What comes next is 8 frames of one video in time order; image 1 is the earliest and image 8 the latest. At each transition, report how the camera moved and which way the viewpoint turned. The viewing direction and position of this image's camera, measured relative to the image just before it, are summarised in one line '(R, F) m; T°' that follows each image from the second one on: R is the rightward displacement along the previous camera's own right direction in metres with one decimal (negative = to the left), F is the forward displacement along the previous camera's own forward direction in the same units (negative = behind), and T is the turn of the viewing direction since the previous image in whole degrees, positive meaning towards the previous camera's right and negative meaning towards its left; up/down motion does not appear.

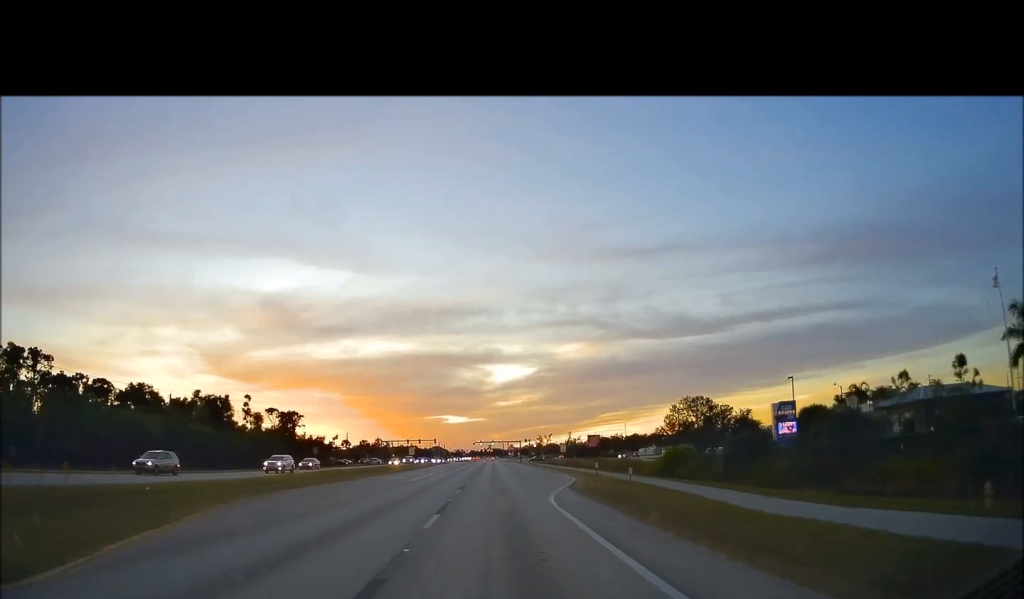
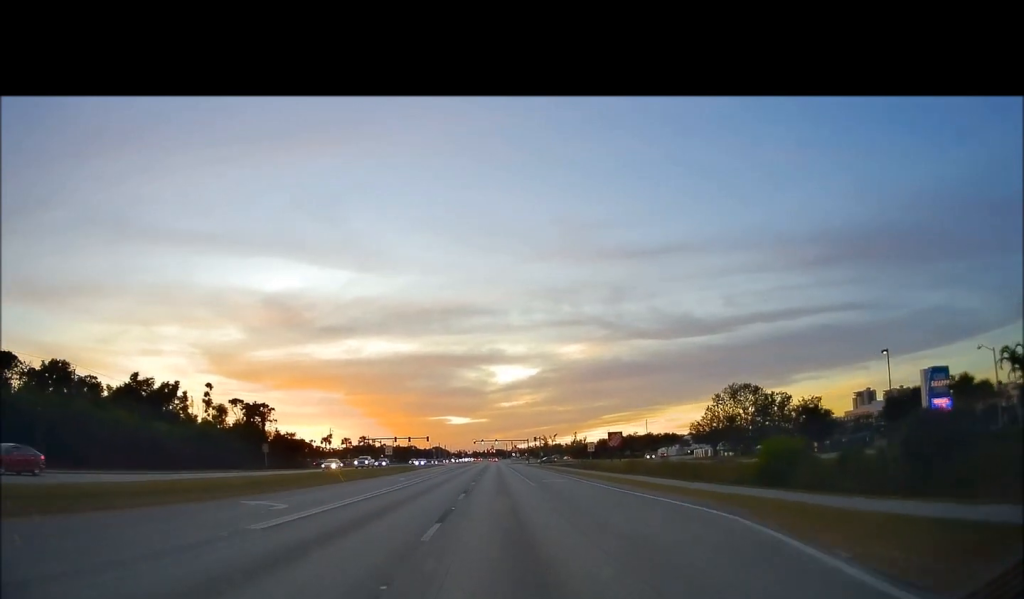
(0.0, +26.8) m; -1°
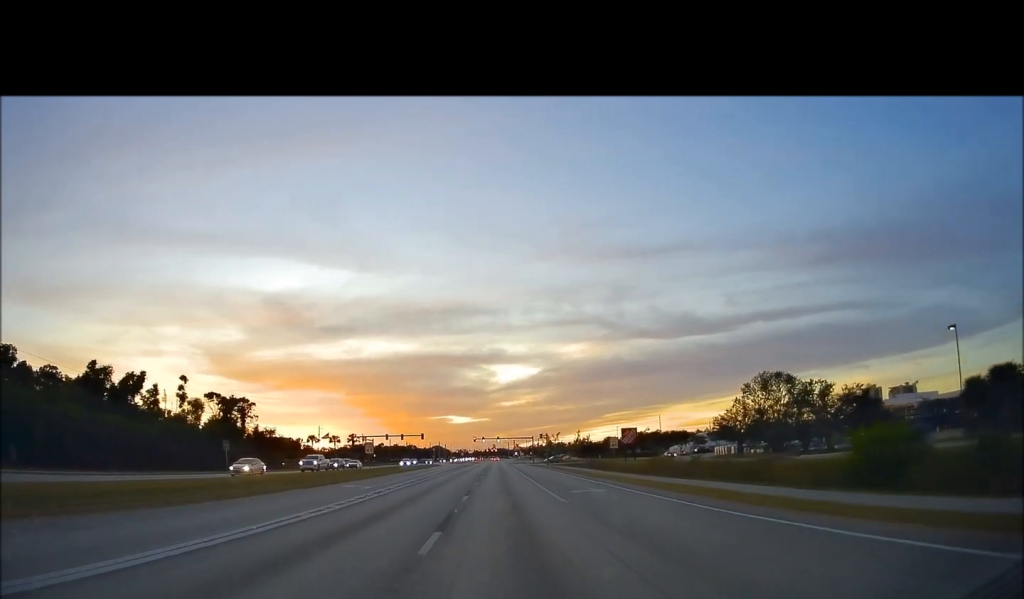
(0.0, +13.9) m; -1°
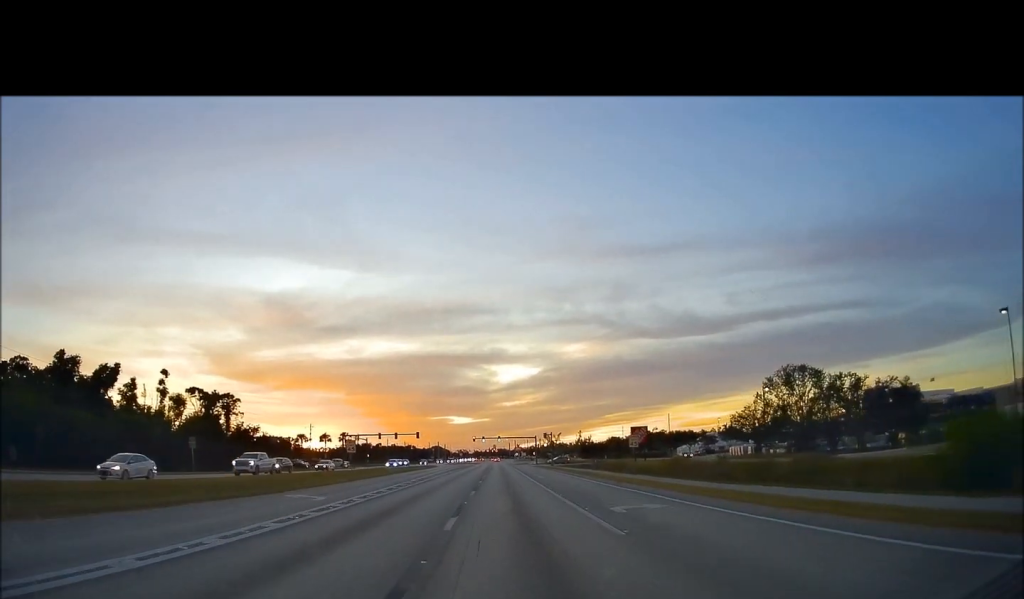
(-0.2, +8.9) m; 0°
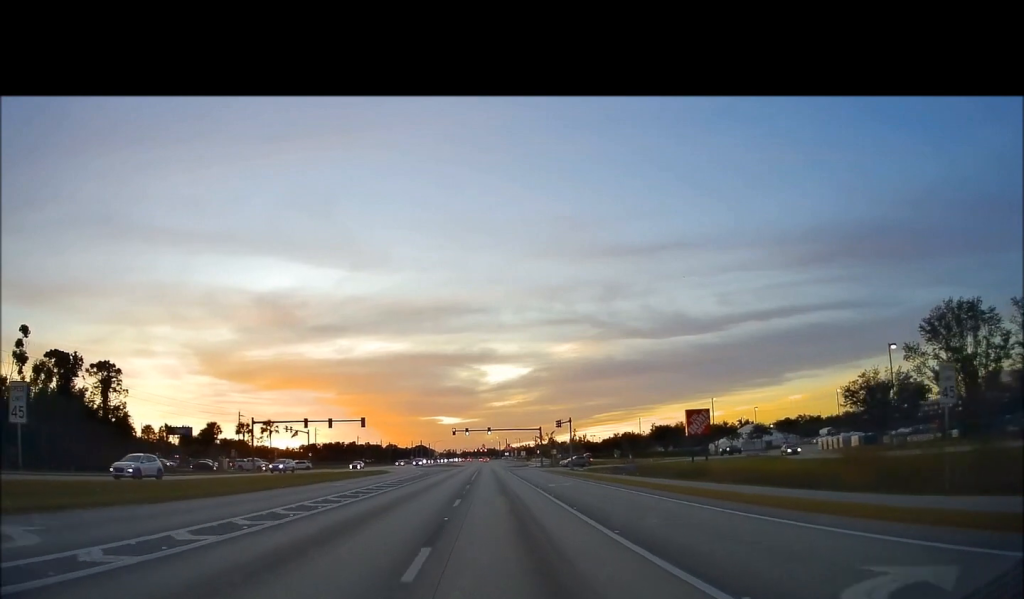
(+0.7, +42.1) m; +2°
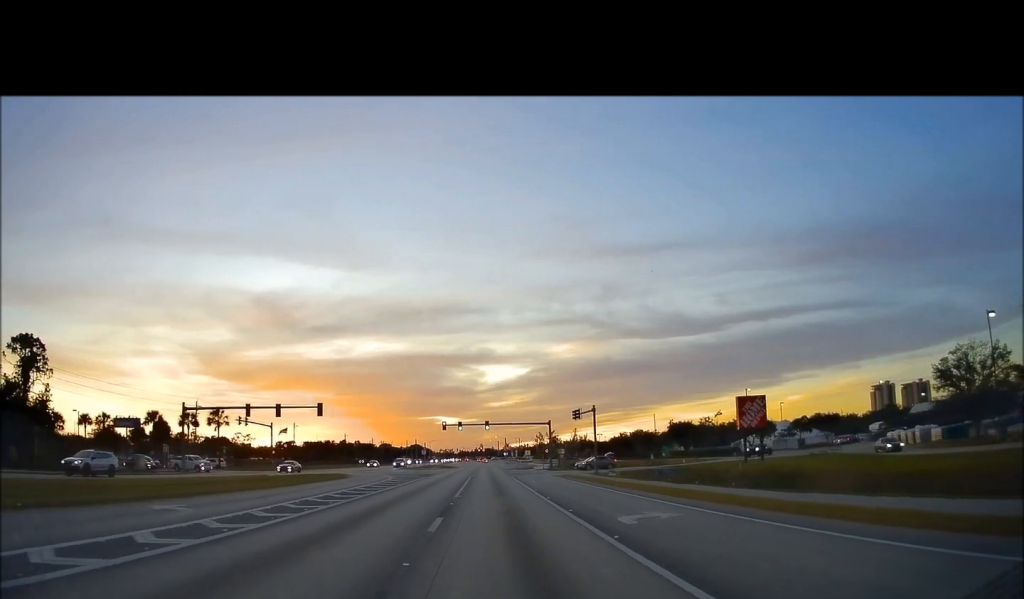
(0.0, +19.0) m; 0°
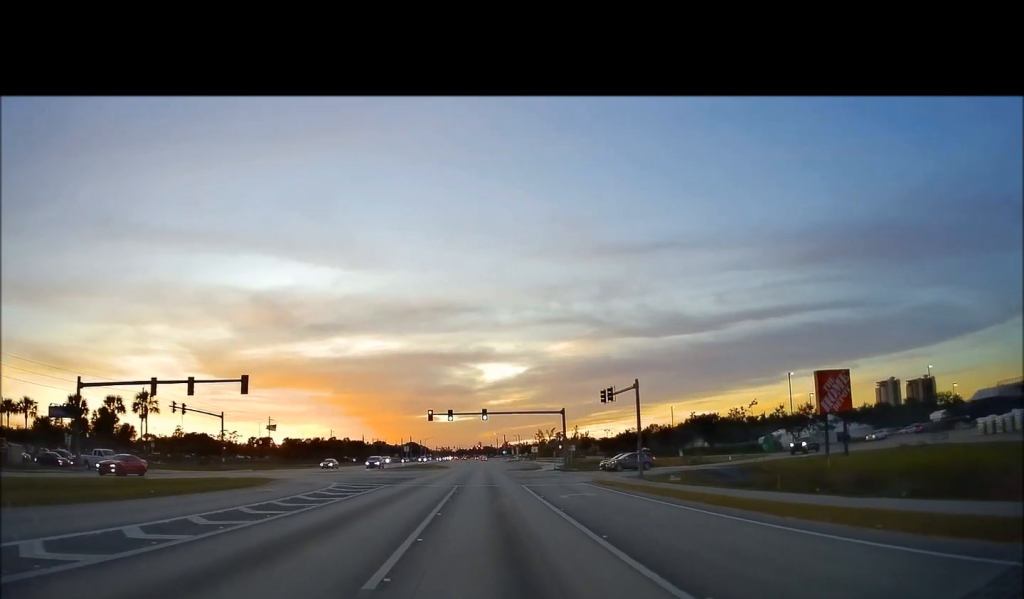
(0.0, +18.1) m; 0°
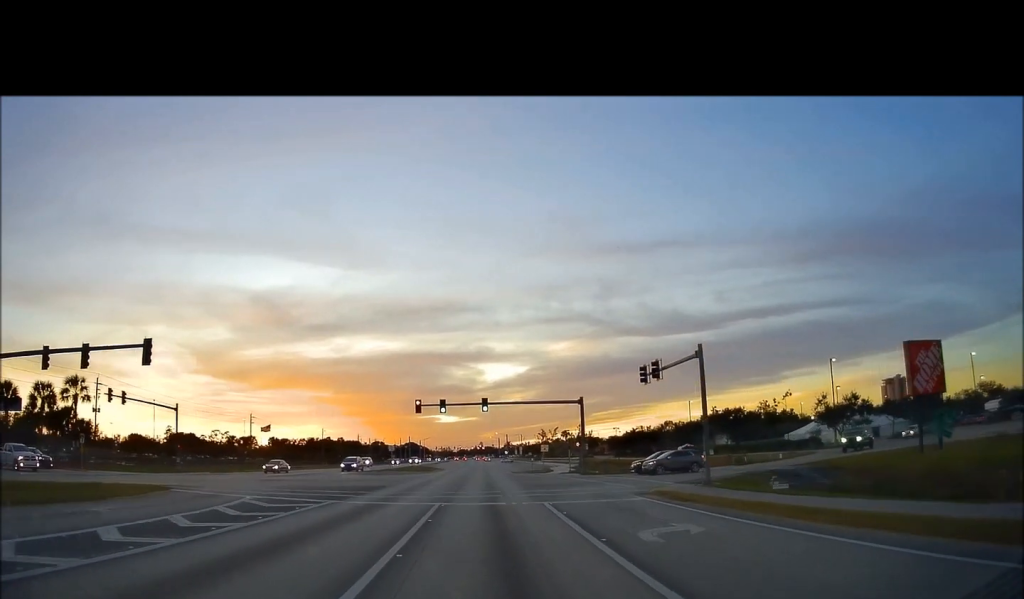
(0.0, +12.7) m; 0°
